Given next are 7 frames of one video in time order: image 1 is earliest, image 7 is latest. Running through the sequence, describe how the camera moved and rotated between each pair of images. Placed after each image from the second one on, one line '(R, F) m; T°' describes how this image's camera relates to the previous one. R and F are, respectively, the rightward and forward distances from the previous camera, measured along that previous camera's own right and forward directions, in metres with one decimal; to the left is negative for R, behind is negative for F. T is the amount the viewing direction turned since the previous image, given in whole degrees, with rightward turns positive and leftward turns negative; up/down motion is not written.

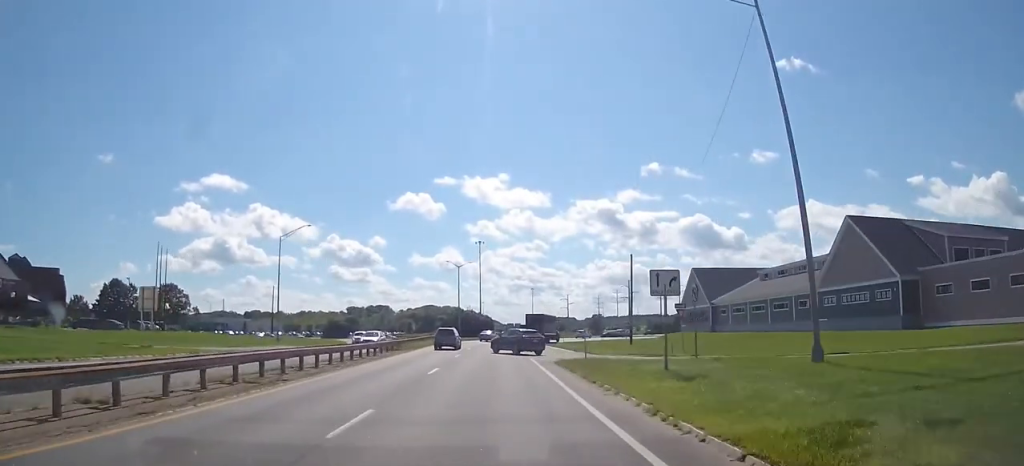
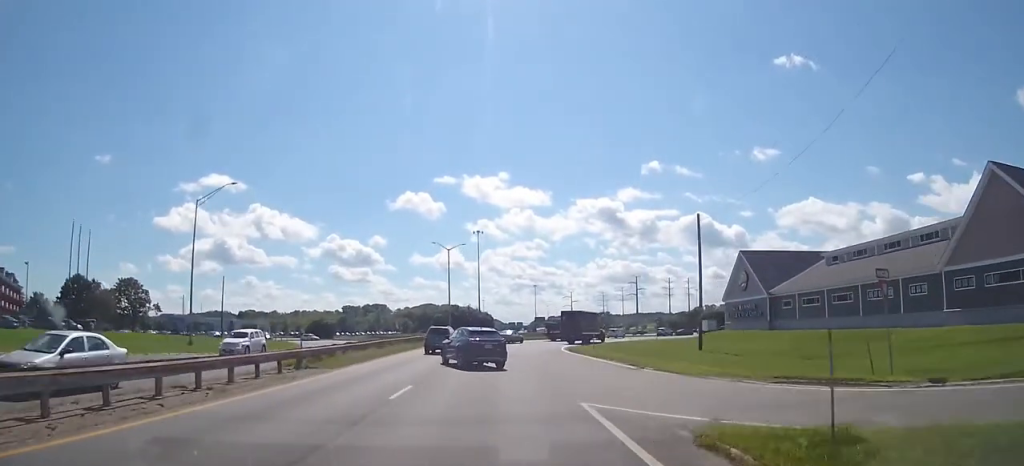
(+0.2, +19.6) m; +2°
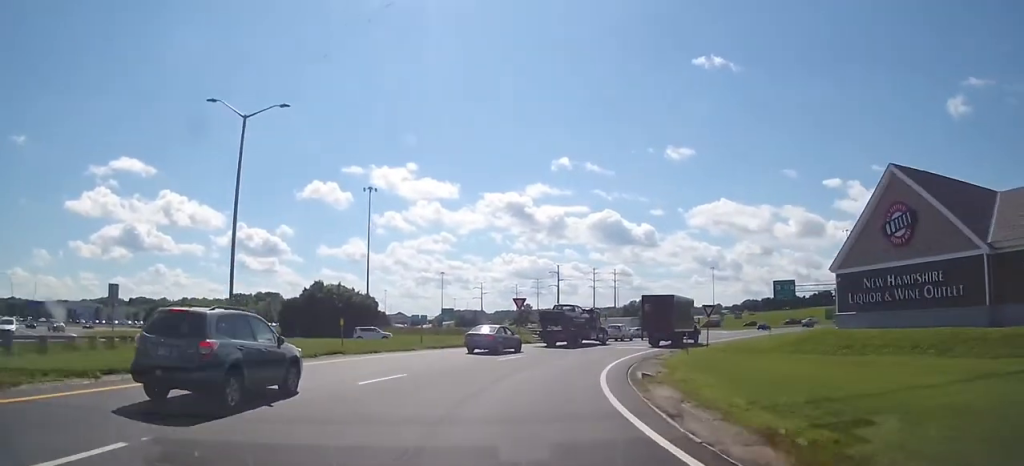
(+2.9, +45.0) m; +15°
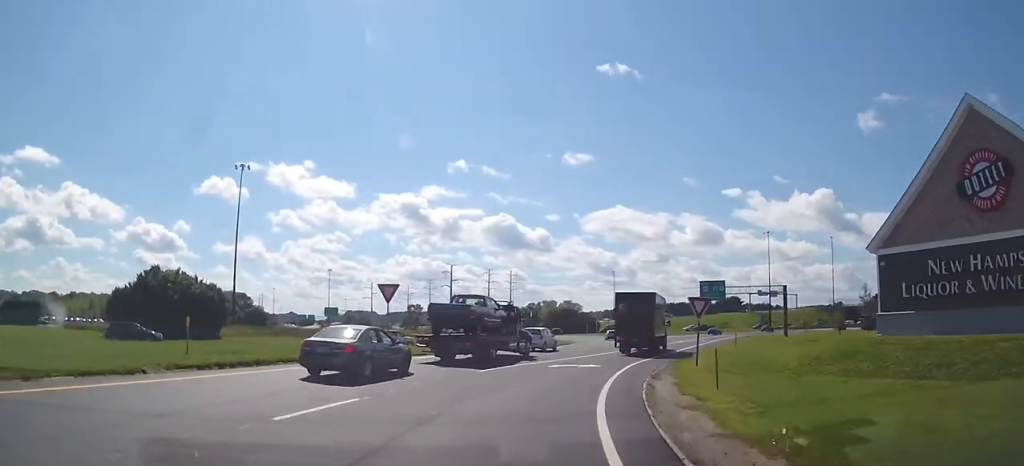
(+2.0, +16.4) m; +7°
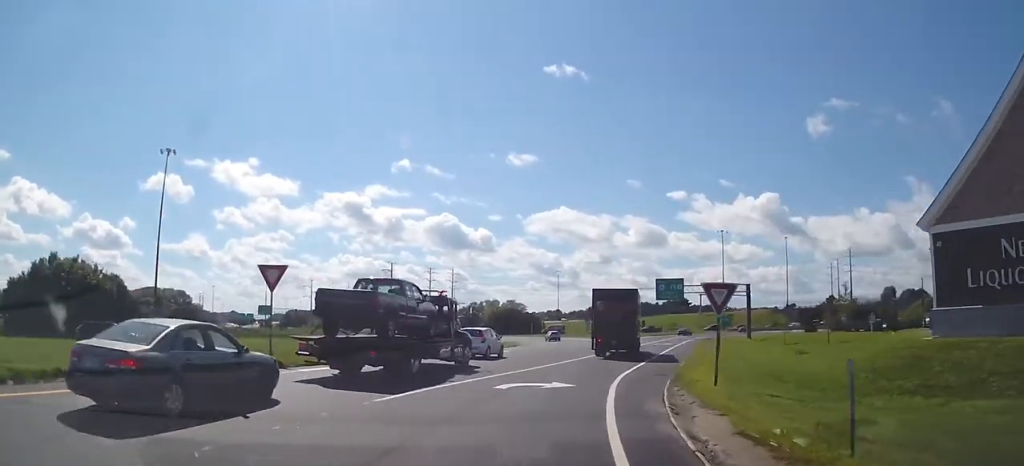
(0.0, +8.0) m; 0°
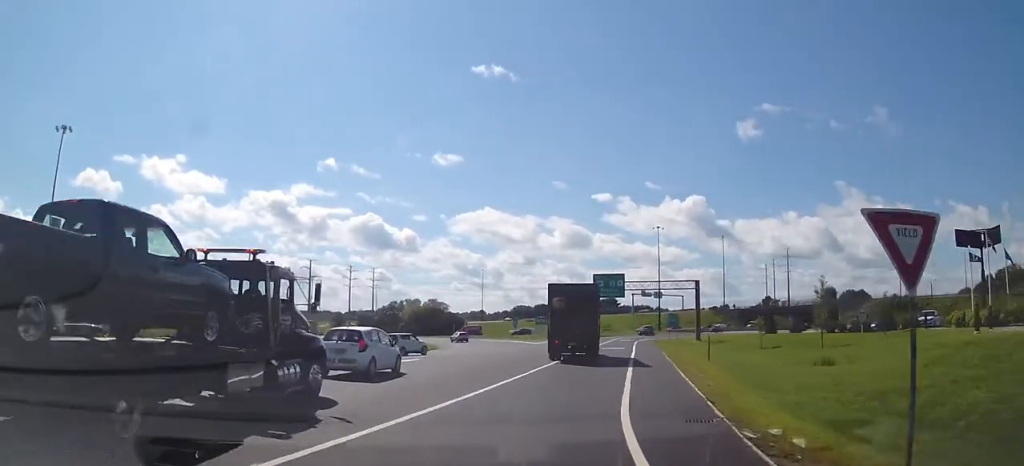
(0.0, +10.7) m; +3°
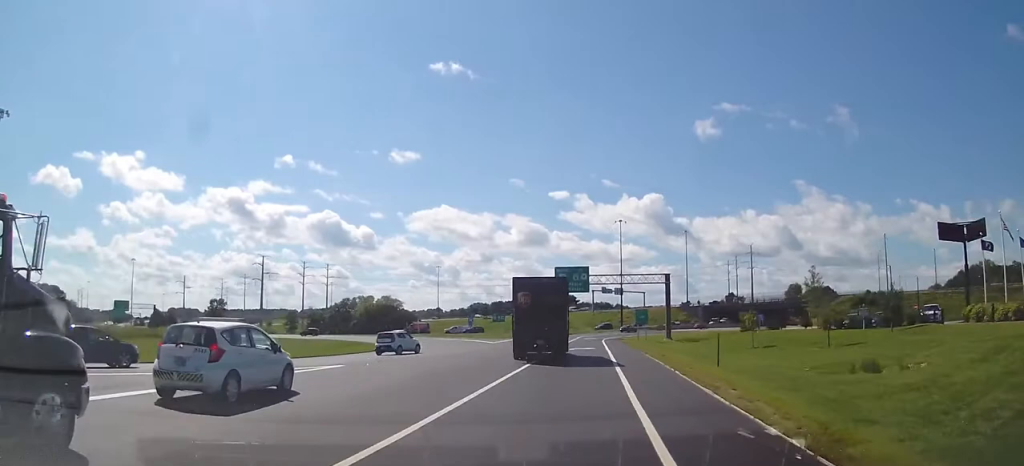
(-0.4, +6.5) m; +3°
